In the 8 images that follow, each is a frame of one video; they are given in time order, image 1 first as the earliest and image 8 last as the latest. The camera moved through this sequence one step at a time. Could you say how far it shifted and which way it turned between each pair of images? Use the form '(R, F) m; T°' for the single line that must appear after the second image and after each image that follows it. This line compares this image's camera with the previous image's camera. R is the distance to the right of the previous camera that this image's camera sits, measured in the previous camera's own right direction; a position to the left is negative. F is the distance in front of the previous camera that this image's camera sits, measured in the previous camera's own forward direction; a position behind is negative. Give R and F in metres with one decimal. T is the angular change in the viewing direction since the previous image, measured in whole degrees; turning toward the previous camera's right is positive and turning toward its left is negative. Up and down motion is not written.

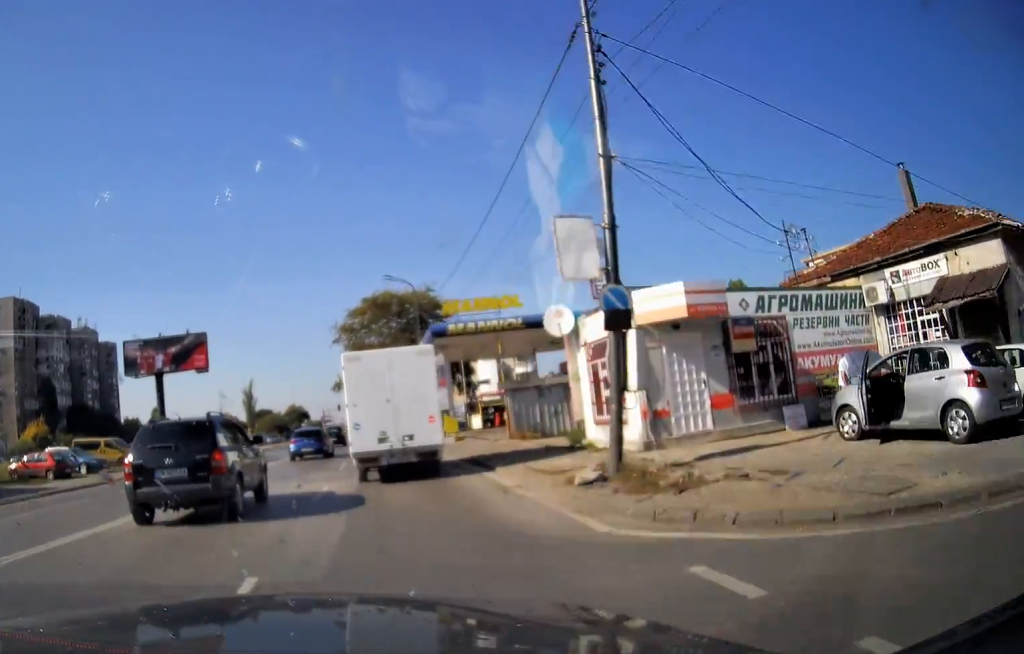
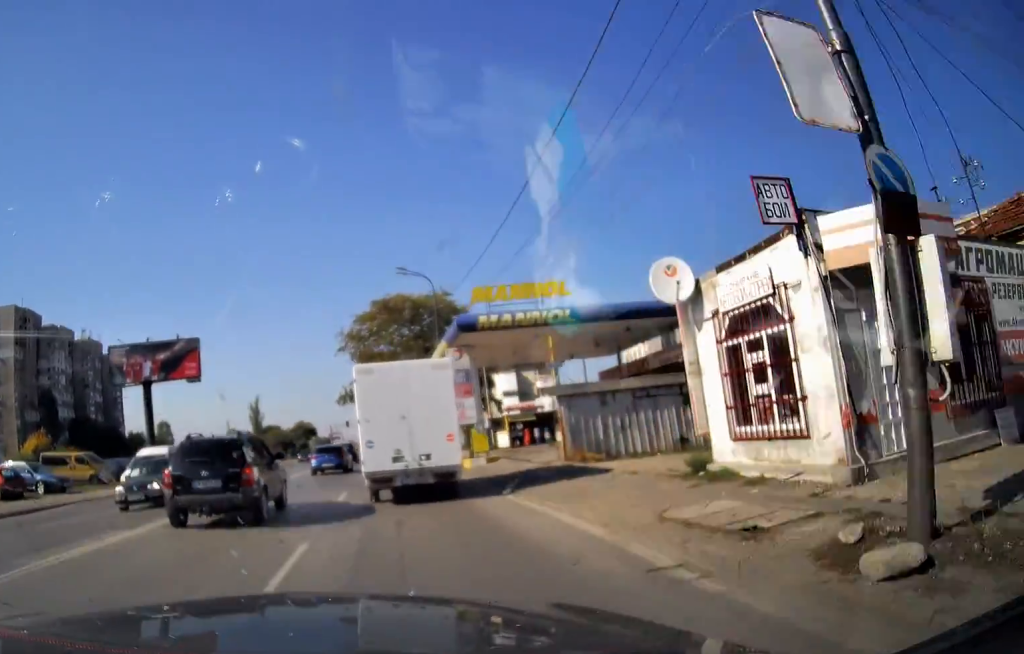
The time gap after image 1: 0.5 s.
(+0.1, +6.7) m; 0°
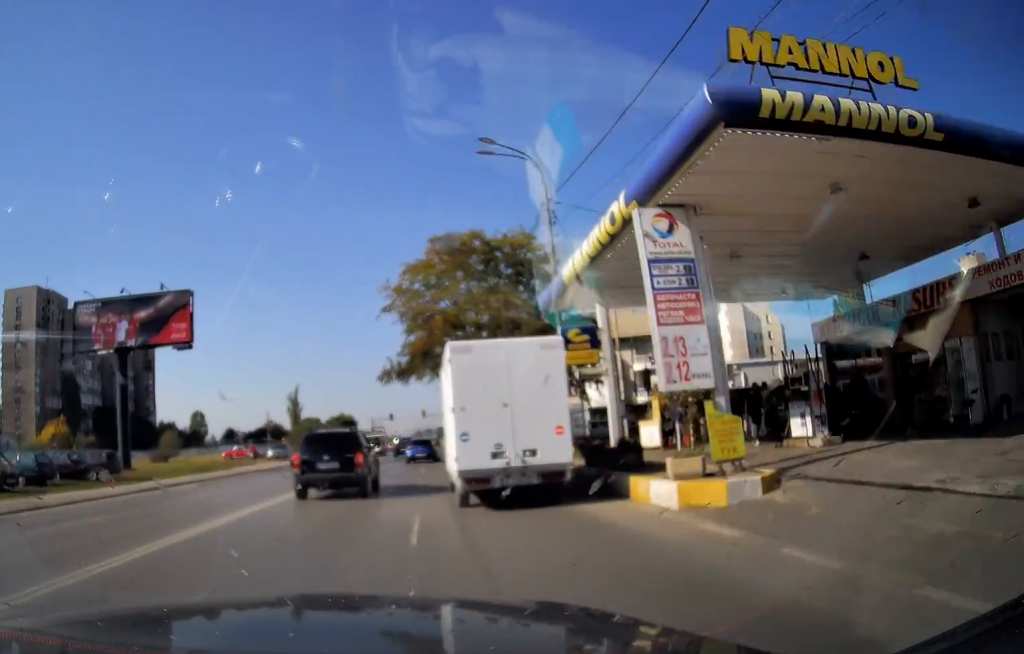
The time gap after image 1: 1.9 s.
(-0.1, +16.3) m; -1°
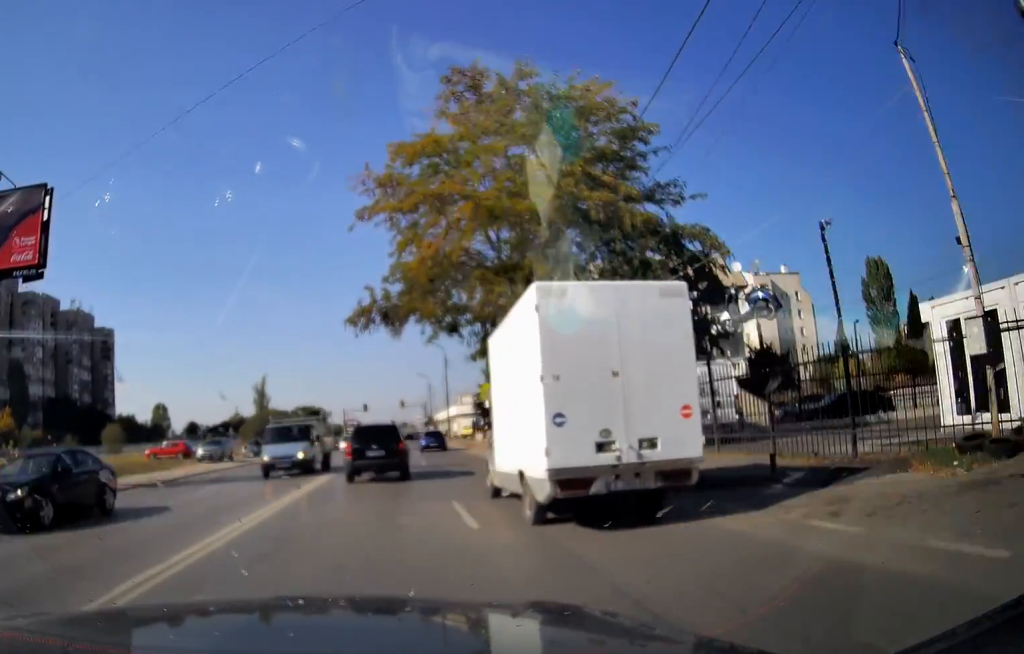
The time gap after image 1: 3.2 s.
(0.0, +16.1) m; 0°
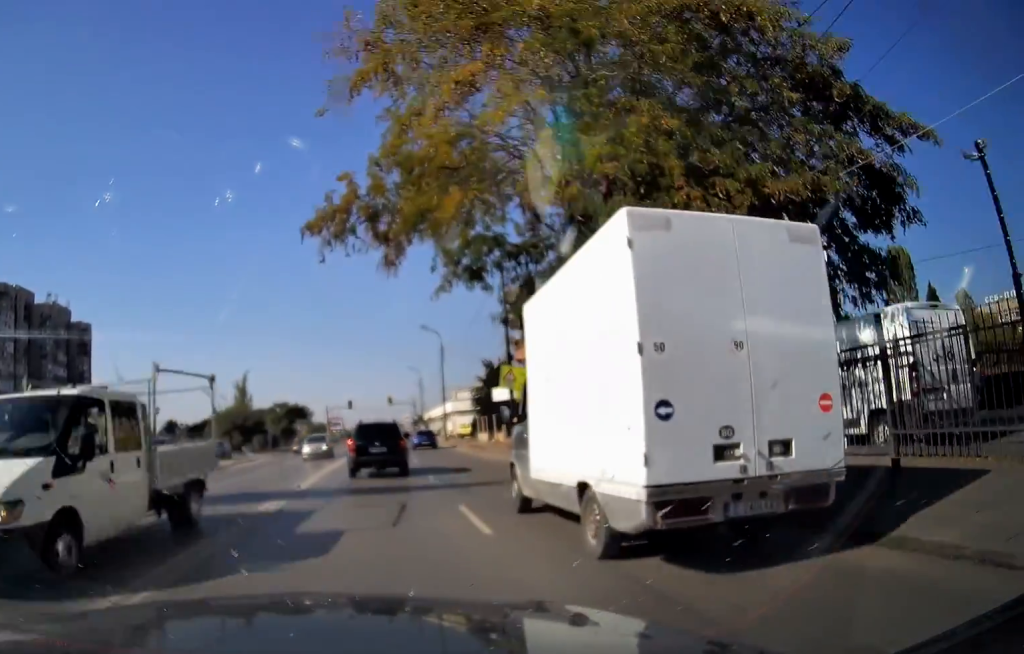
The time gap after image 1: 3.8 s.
(0.0, +8.7) m; +1°
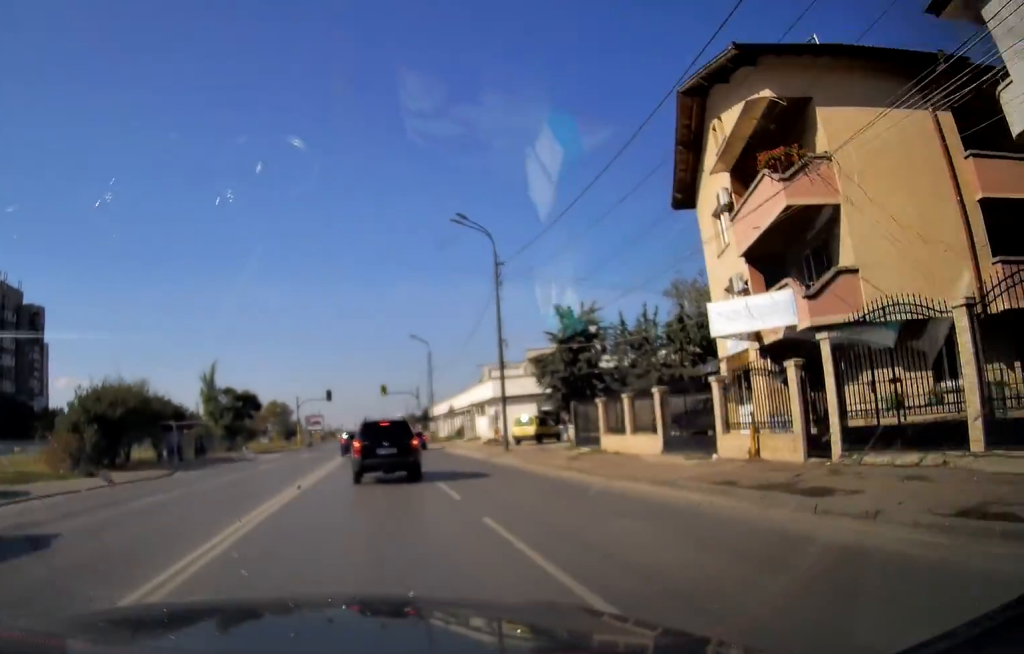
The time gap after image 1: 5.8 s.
(+0.7, +27.7) m; +3°
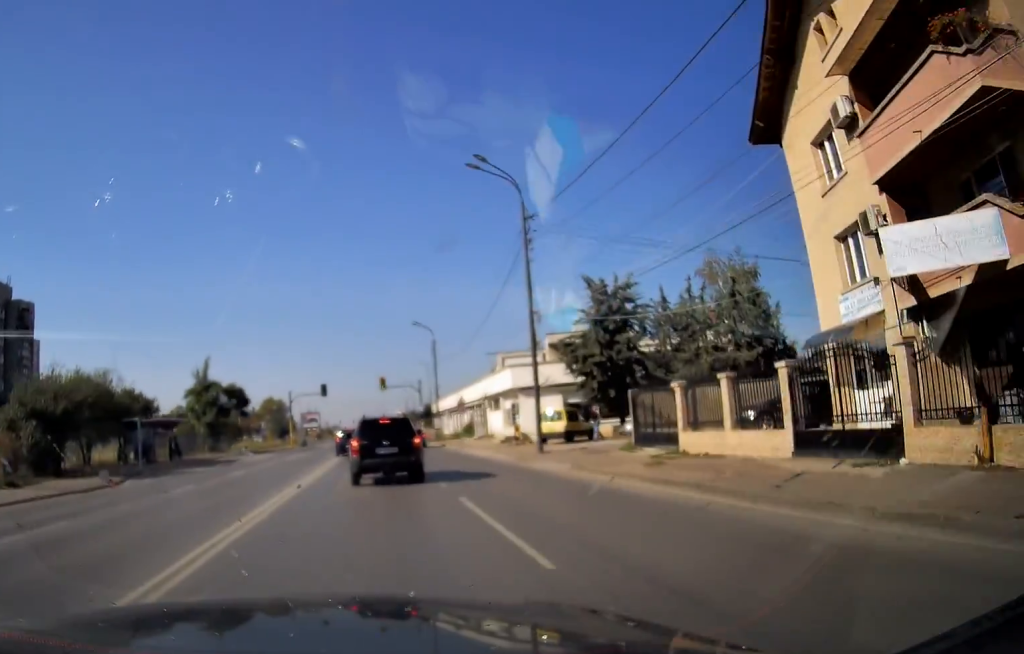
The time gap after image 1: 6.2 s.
(0.0, +5.8) m; 0°
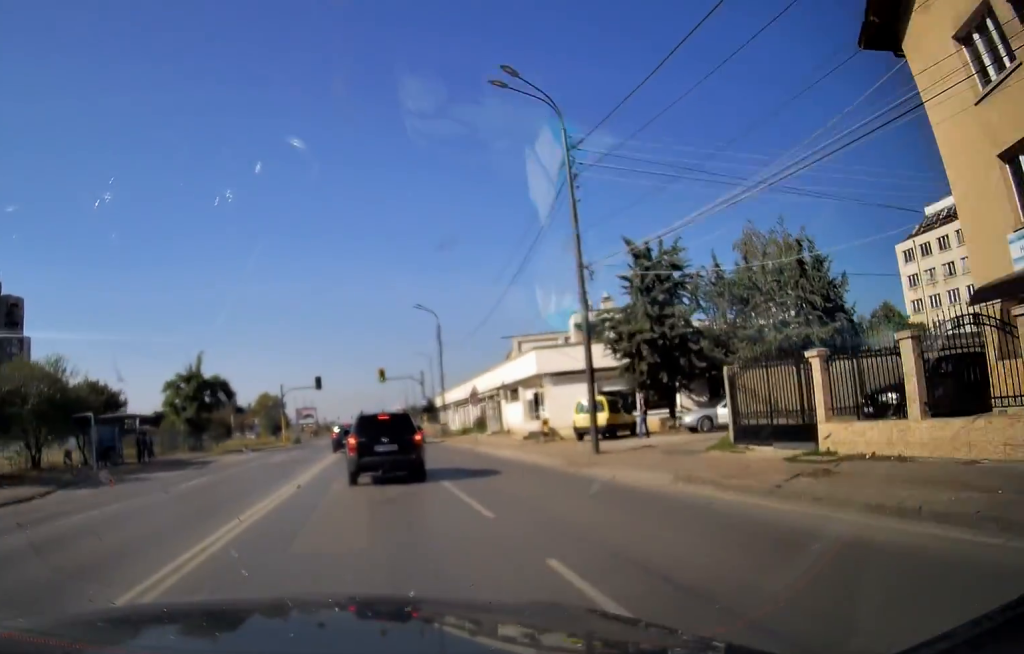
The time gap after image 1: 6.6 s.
(+0.1, +5.7) m; 0°
